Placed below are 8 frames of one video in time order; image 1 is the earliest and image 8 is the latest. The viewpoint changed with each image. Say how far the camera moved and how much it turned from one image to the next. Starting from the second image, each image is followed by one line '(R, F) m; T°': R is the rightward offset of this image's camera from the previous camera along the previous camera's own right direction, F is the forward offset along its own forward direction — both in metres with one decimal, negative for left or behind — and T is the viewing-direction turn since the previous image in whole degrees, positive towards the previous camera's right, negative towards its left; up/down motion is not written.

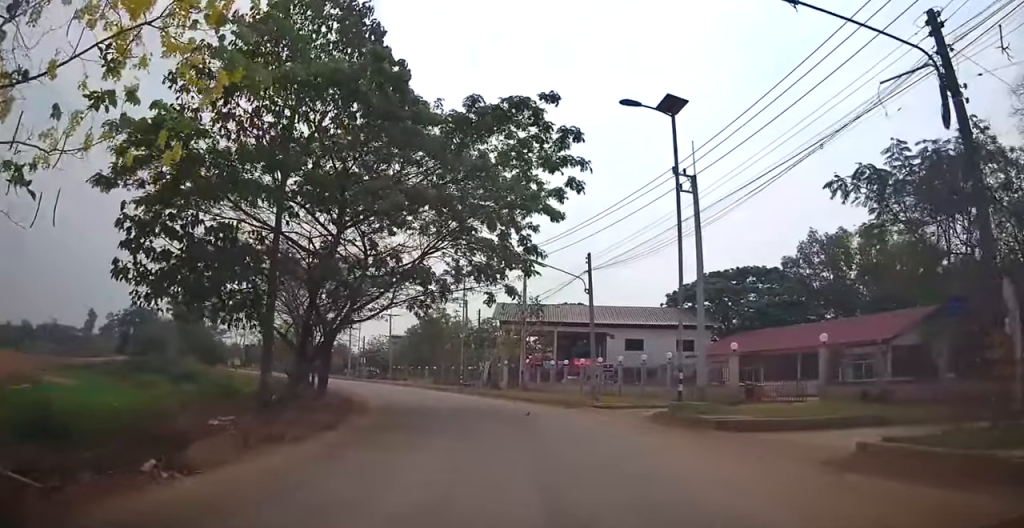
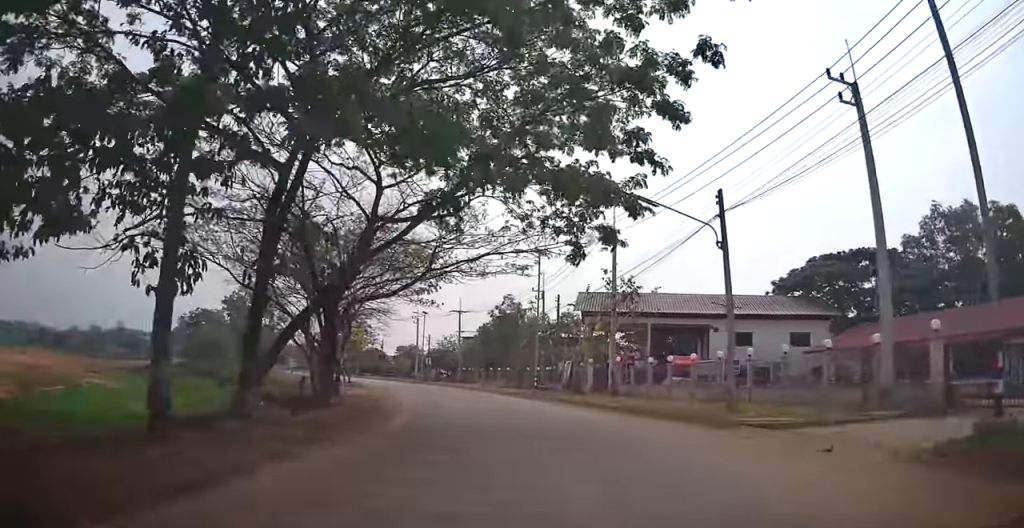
(-0.5, +8.2) m; -7°
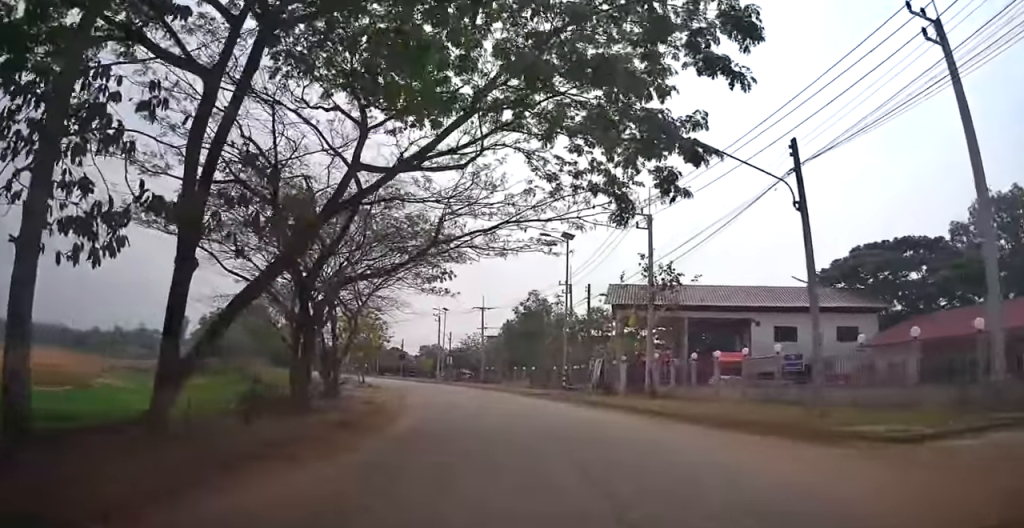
(0.0, +3.5) m; -4°
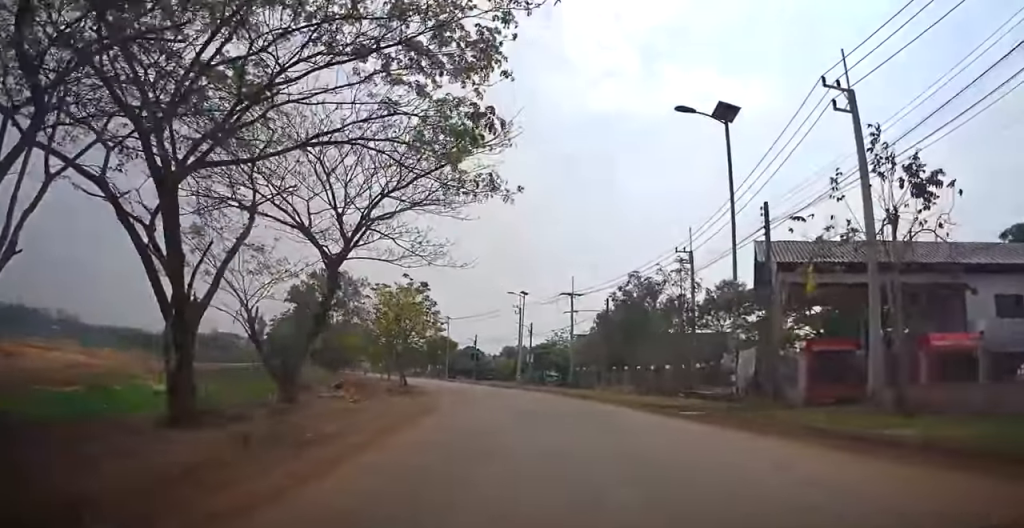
(-2.0, +13.5) m; -15°
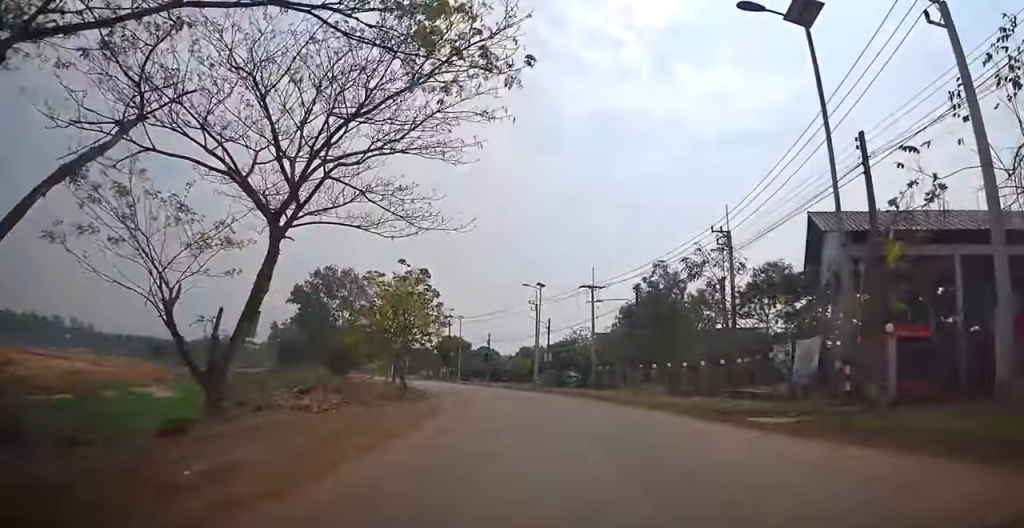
(-0.1, +4.6) m; -1°
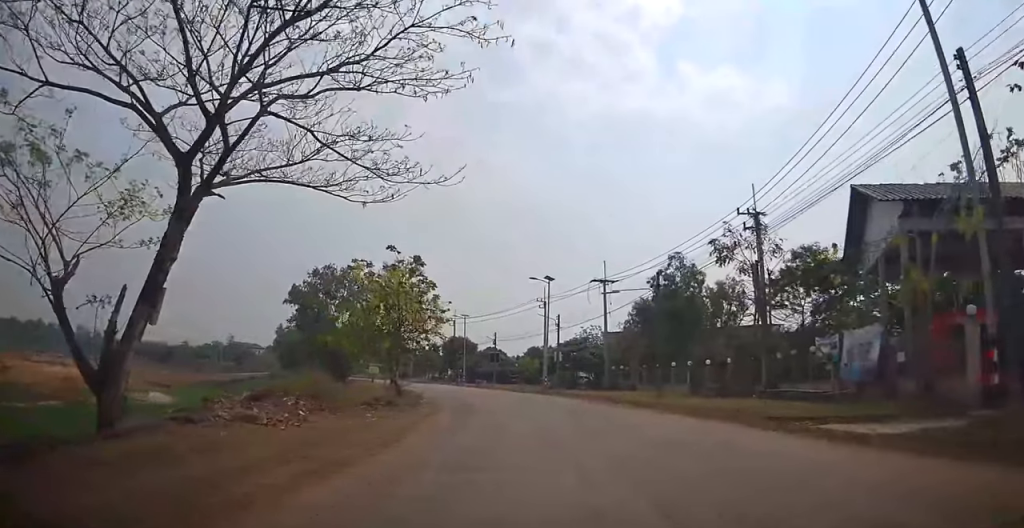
(0.0, +3.4) m; -1°
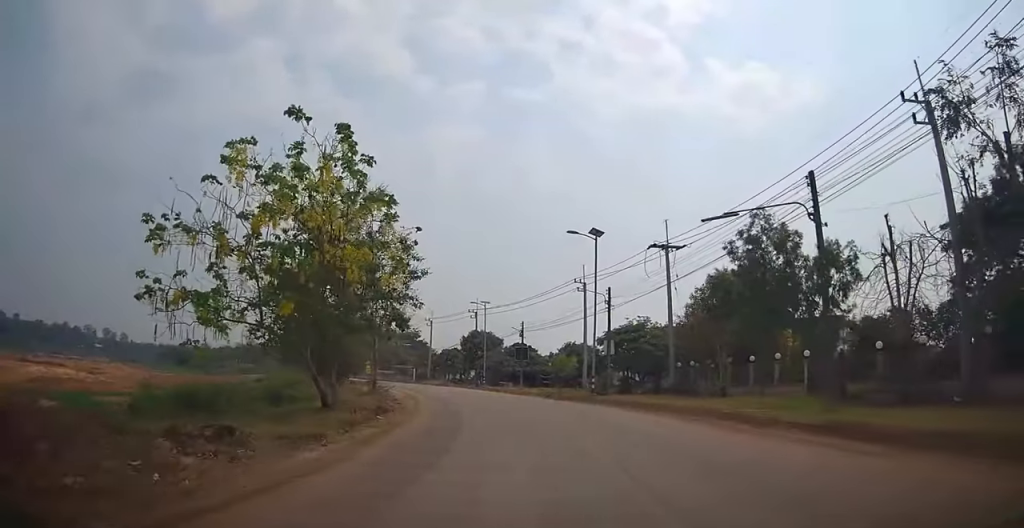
(-0.5, +13.0) m; -4°
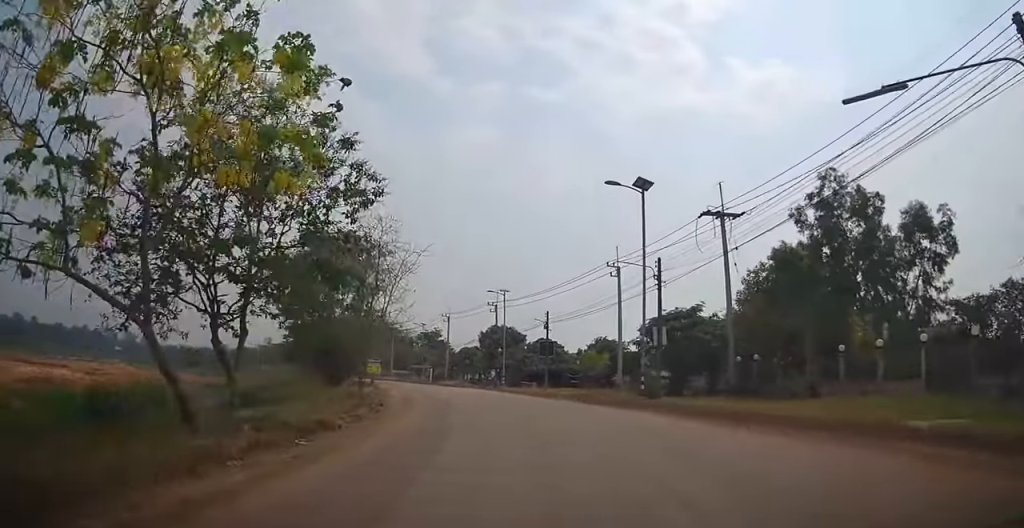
(0.0, +7.2) m; -2°
